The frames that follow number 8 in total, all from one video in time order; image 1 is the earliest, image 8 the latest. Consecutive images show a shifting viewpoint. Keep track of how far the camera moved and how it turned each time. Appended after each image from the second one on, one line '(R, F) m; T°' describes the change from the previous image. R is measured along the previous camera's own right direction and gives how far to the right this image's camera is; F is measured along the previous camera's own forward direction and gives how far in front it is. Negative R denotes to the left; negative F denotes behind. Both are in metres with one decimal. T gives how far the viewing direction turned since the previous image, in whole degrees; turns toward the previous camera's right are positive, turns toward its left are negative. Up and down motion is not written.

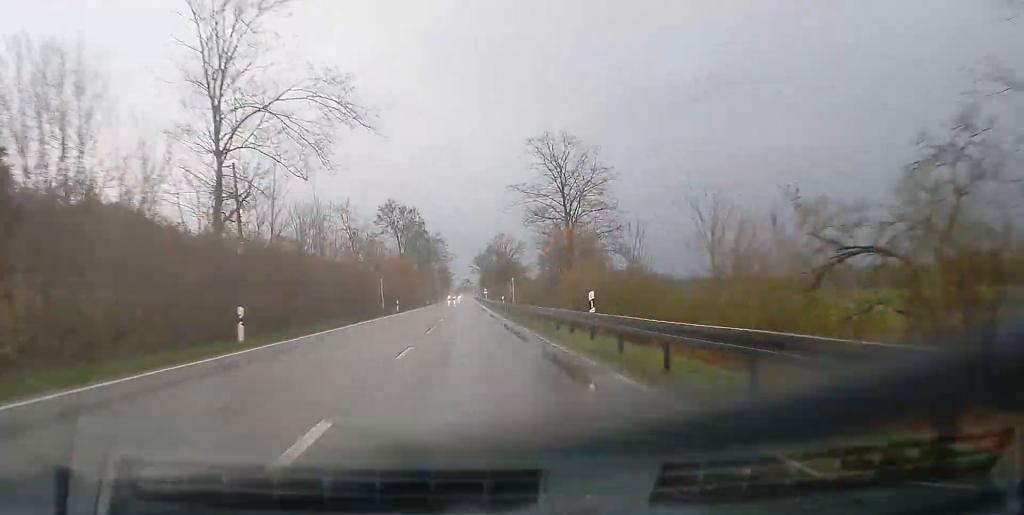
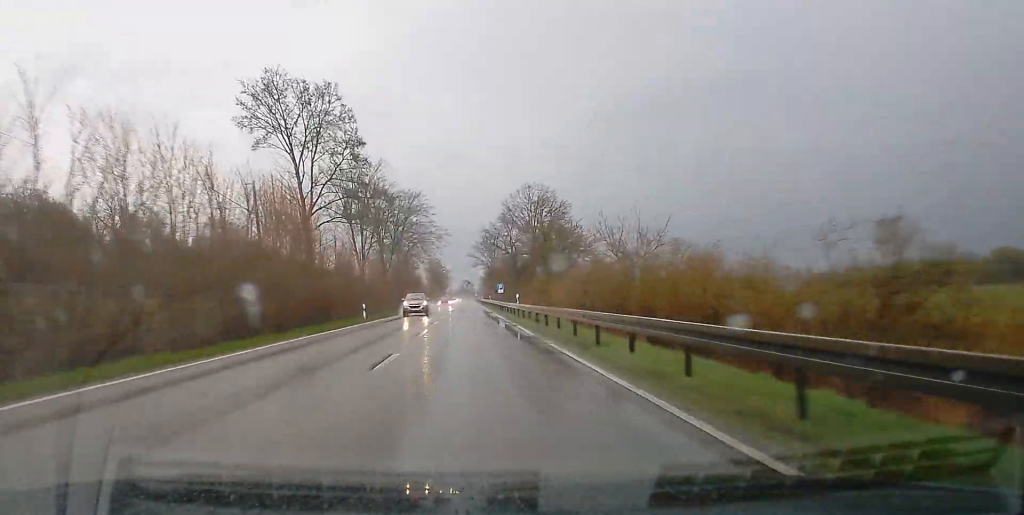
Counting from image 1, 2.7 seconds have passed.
(+0.3, +74.7) m; 0°
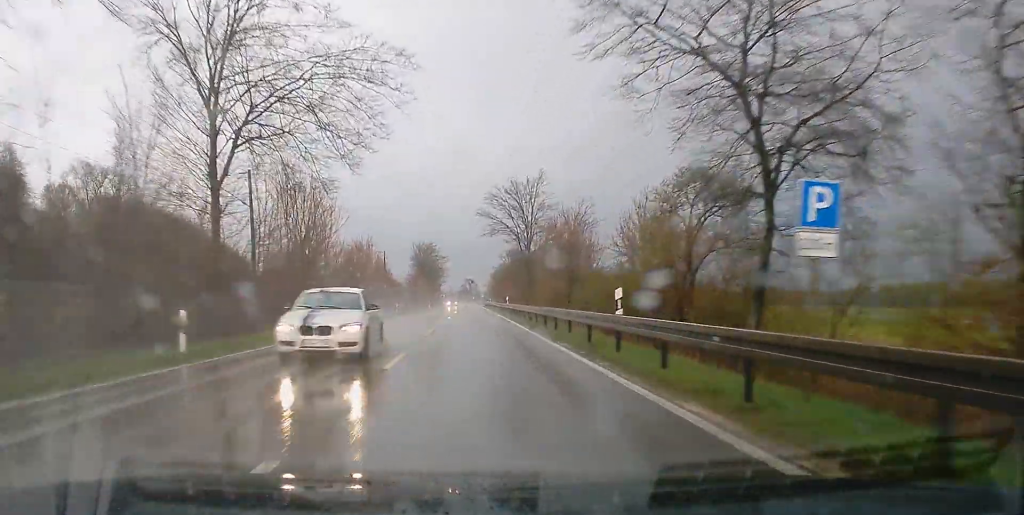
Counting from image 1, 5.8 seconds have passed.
(0.0, +82.9) m; 0°
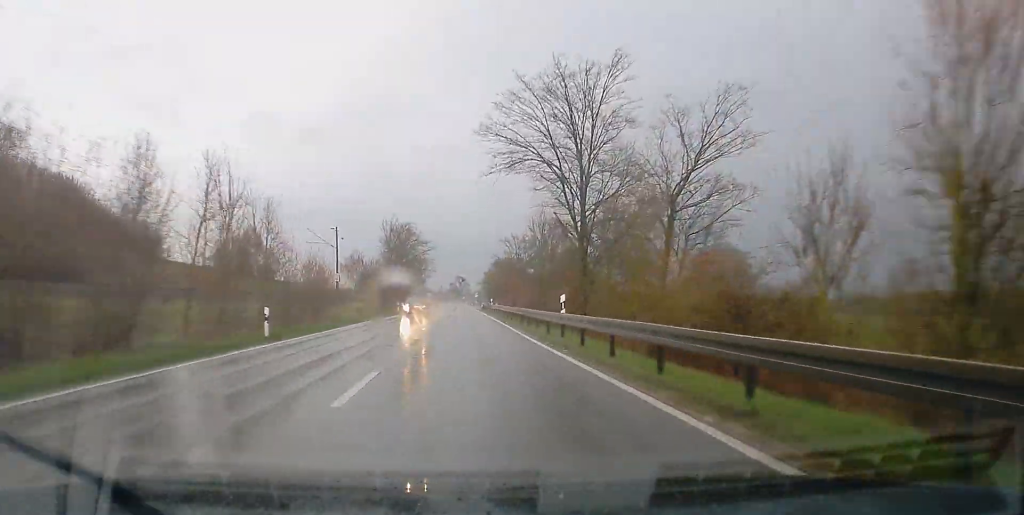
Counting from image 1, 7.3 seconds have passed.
(-0.1, +39.4) m; 0°
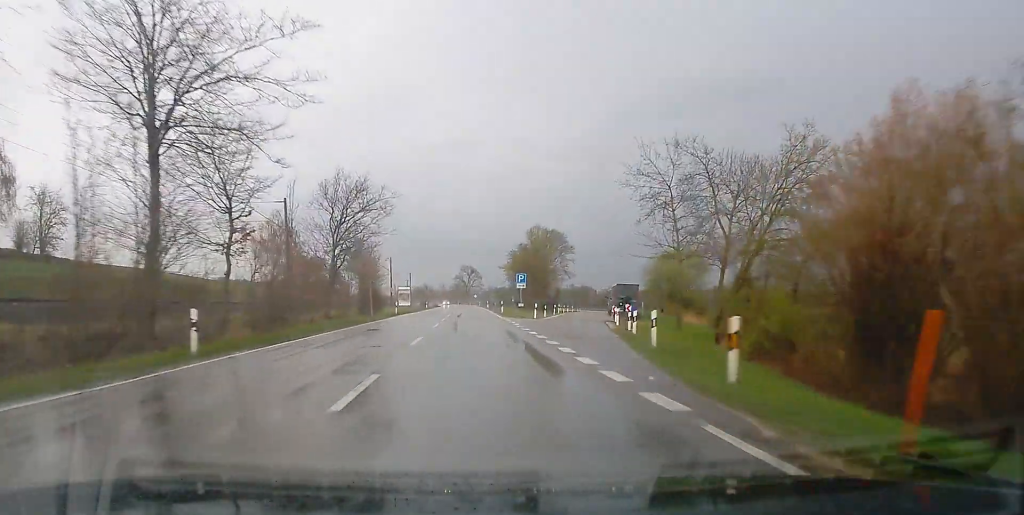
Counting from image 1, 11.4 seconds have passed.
(+0.2, +105.5) m; 0°
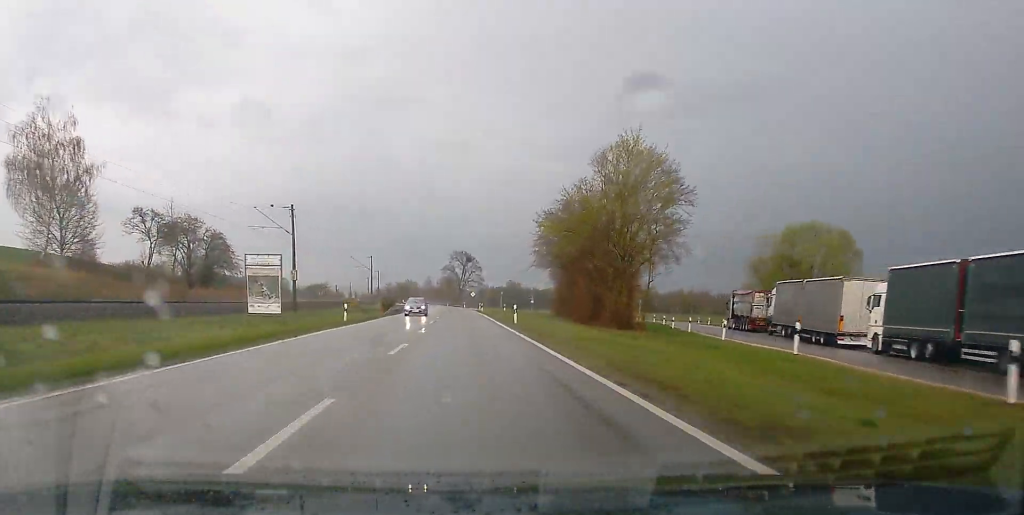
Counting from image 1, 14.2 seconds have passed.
(-0.2, +71.3) m; -1°
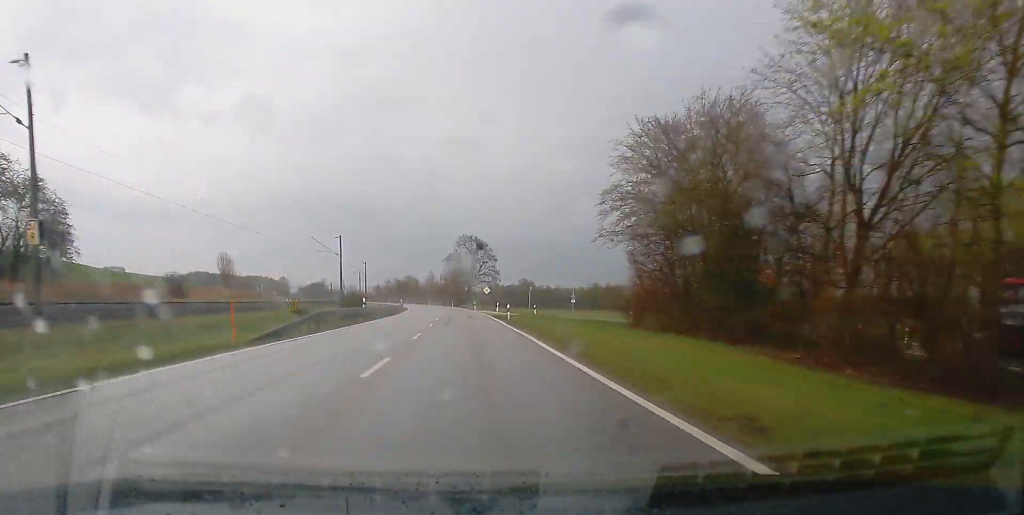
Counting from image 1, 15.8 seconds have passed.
(-0.2, +38.6) m; -1°
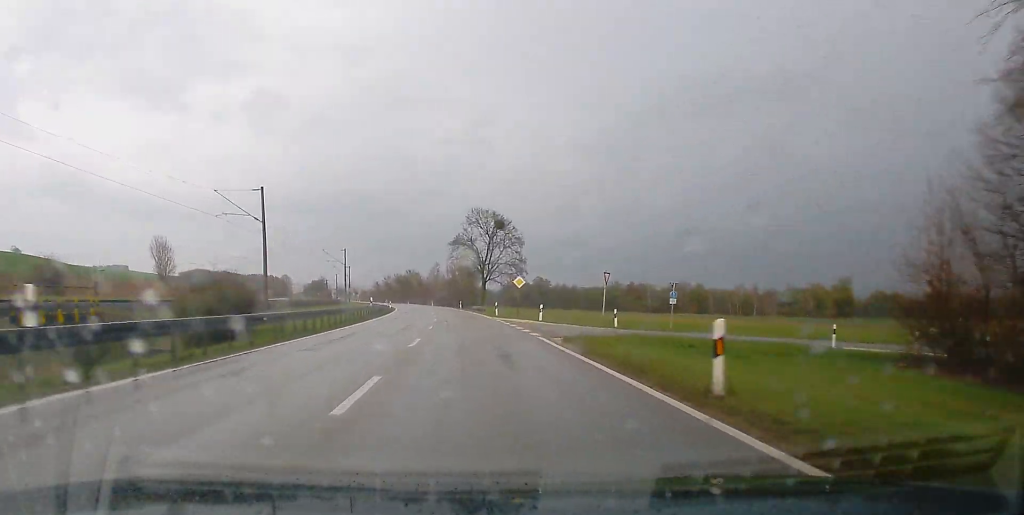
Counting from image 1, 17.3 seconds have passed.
(+0.2, +38.2) m; -1°
